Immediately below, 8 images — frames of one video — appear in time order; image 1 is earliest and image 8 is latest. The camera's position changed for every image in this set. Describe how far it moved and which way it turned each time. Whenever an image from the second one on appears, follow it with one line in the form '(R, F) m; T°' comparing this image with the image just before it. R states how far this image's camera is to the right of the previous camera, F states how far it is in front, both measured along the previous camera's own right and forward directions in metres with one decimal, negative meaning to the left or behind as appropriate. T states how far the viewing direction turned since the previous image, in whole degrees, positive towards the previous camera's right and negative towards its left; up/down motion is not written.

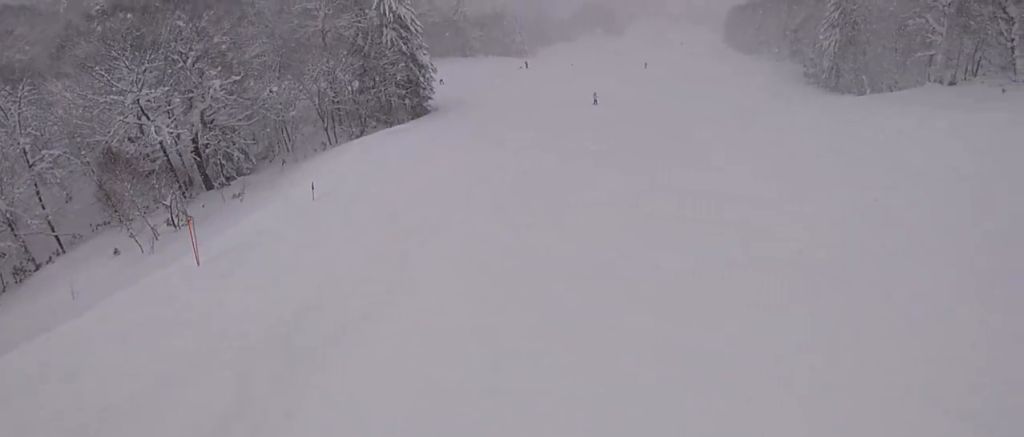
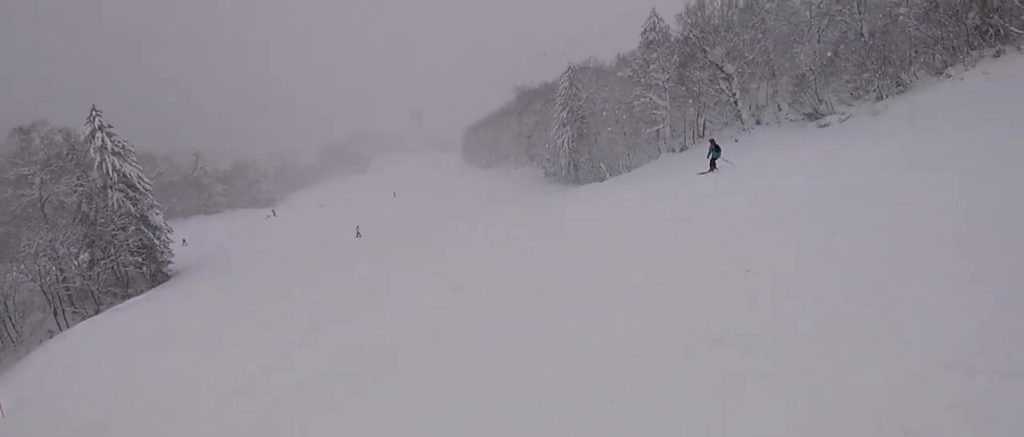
(+0.4, +3.0) m; +33°
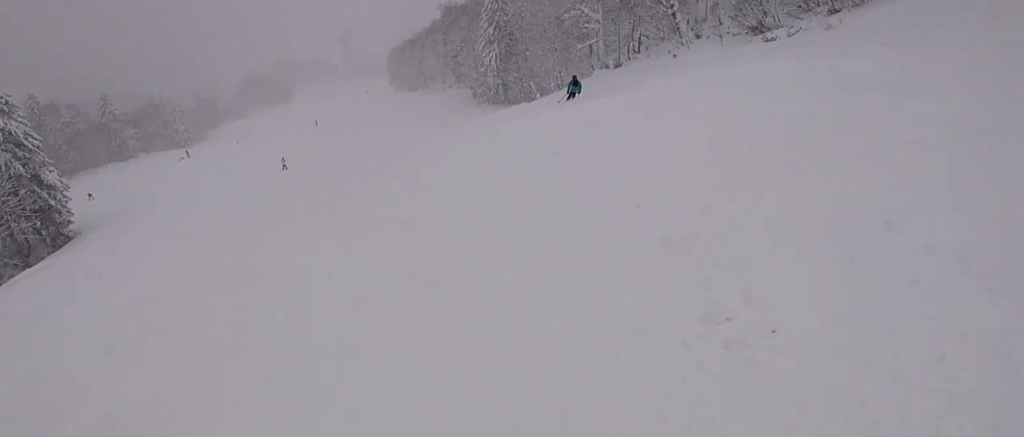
(+1.4, +3.6) m; +16°
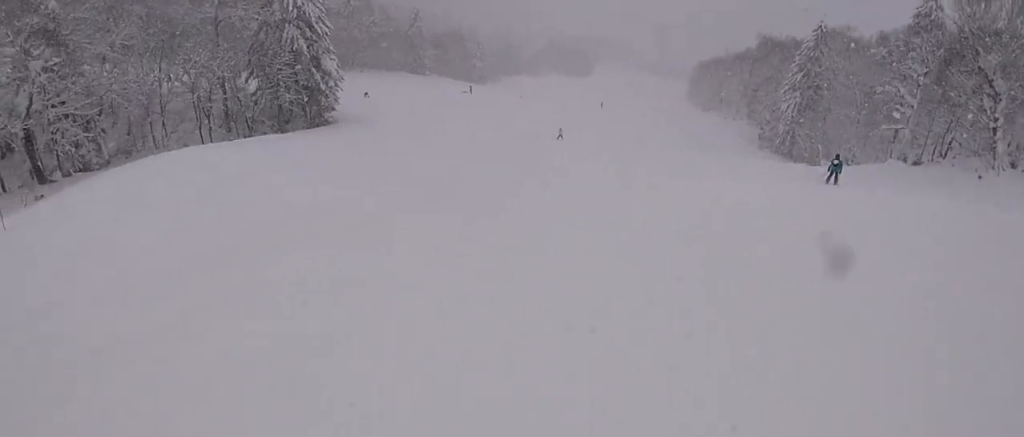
(-0.4, +4.0) m; -28°
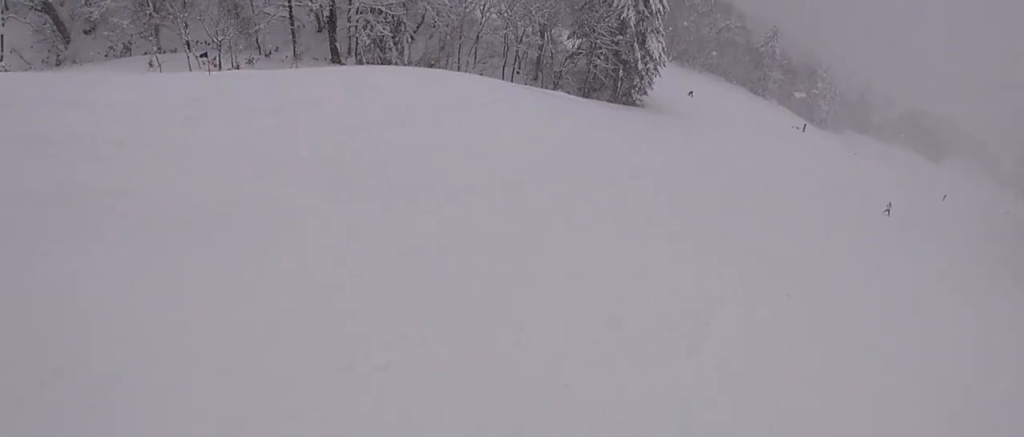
(-2.9, +4.7) m; -55°
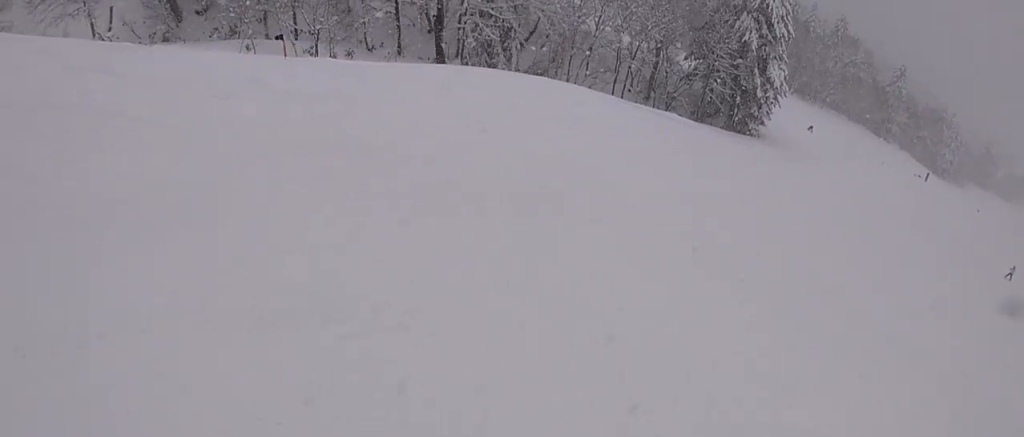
(-0.5, +2.2) m; -13°
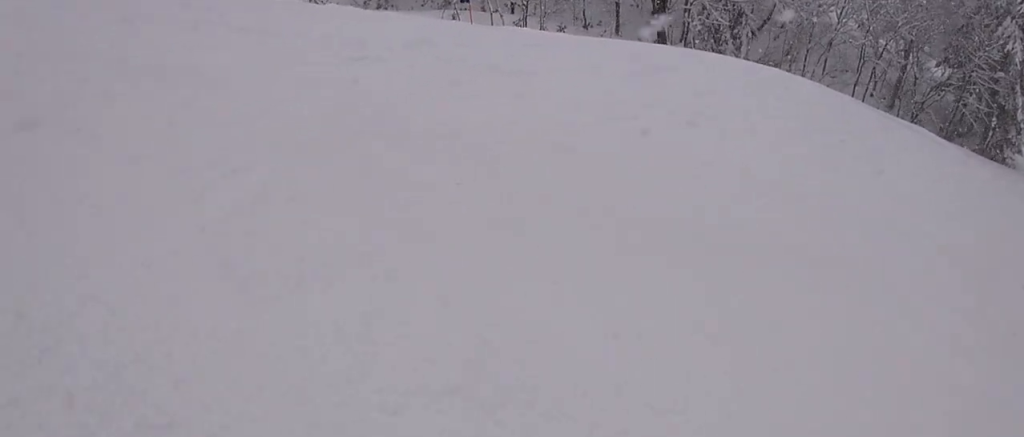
(-0.5, +3.1) m; -2°
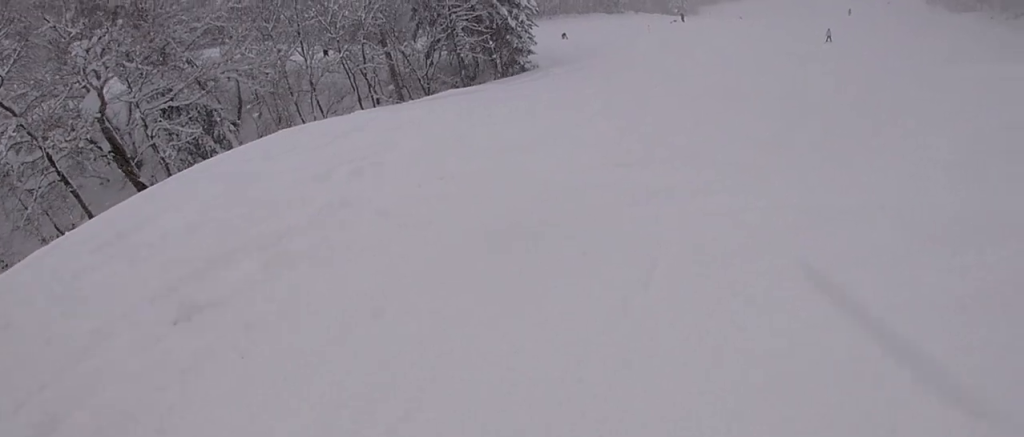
(+1.9, +6.6) m; +50°
